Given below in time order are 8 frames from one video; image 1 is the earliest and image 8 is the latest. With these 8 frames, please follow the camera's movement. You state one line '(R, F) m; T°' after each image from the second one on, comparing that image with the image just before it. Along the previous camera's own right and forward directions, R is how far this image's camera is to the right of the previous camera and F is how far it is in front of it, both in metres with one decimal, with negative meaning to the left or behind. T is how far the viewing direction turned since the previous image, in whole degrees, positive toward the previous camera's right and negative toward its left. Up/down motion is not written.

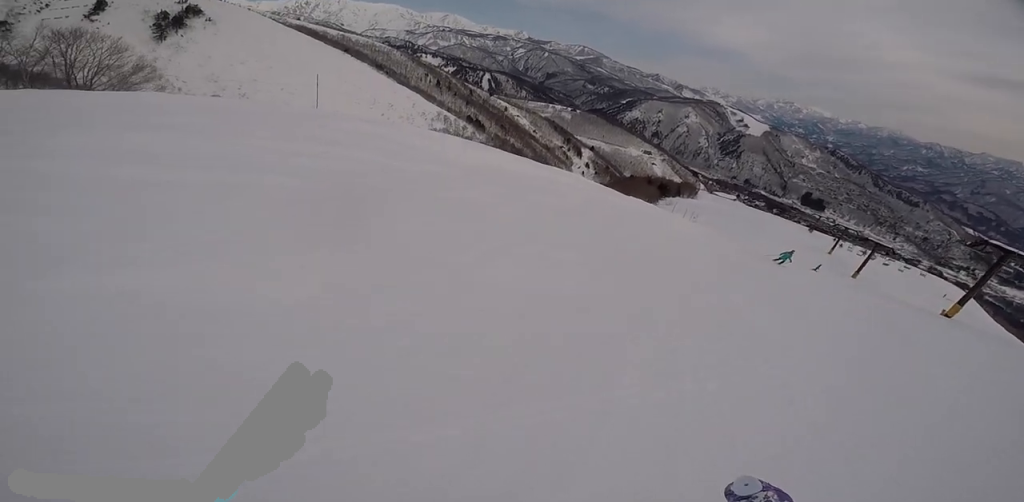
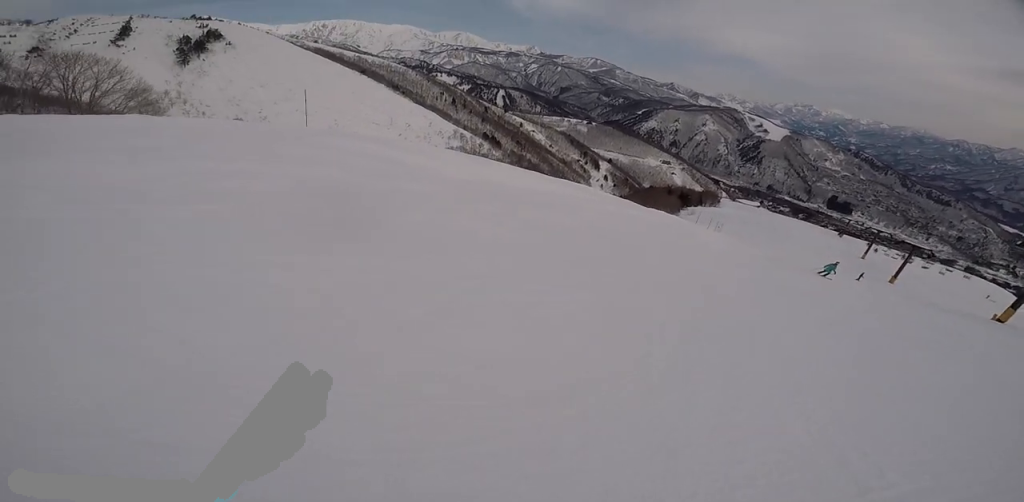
(+0.1, +2.0) m; +4°
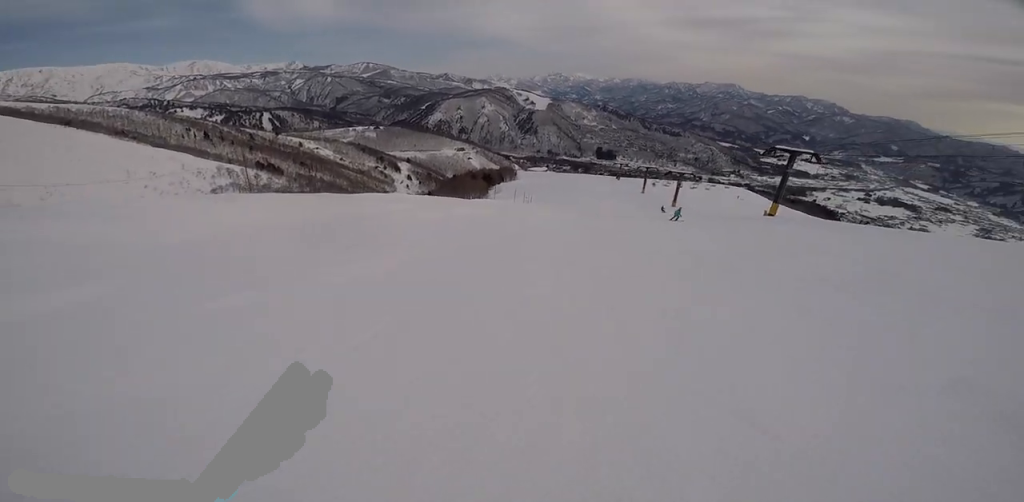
(+0.4, +4.2) m; +17°
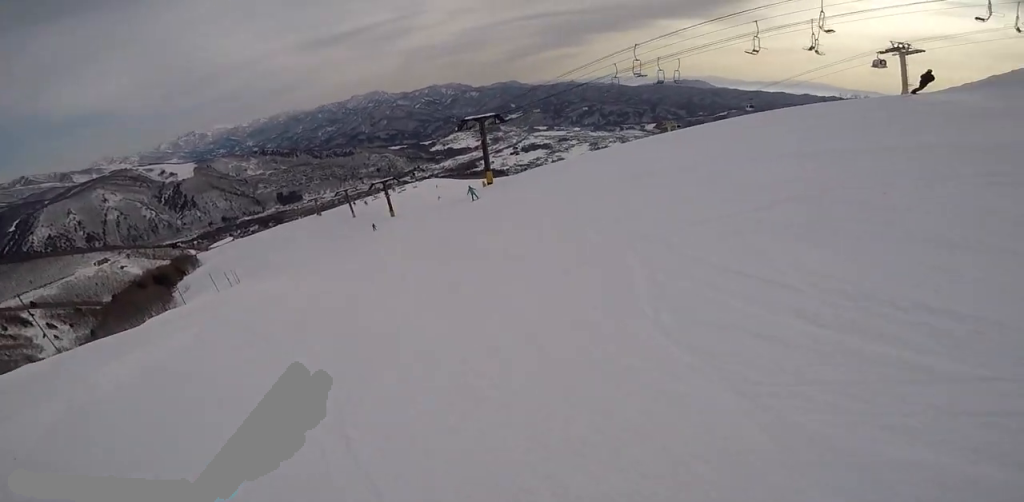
(+1.7, +6.0) m; +28°
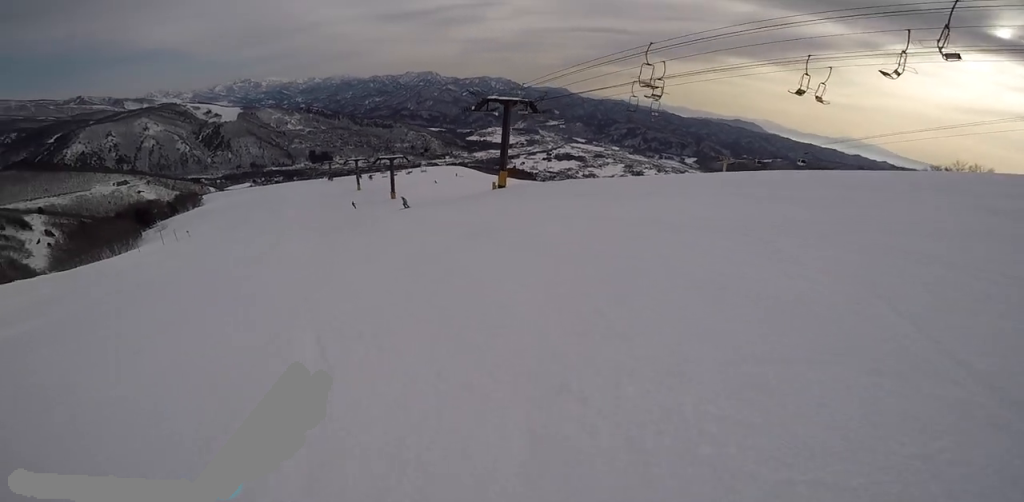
(+1.9, +12.1) m; -10°
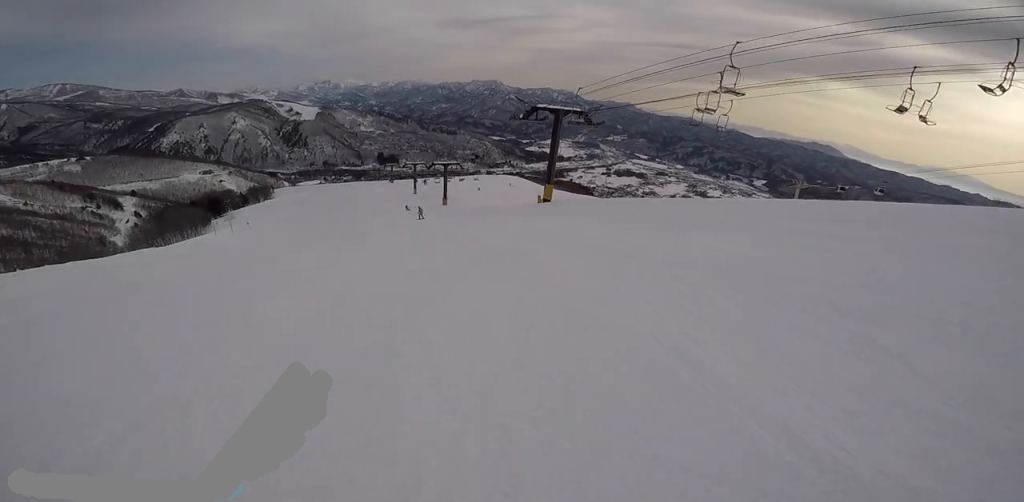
(0.0, +2.3) m; -12°
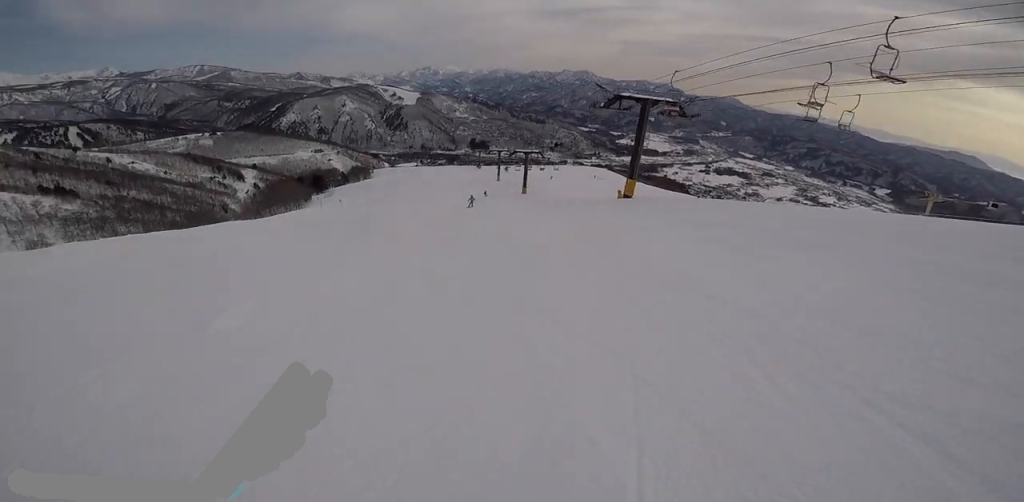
(-0.8, +2.4) m; -10°
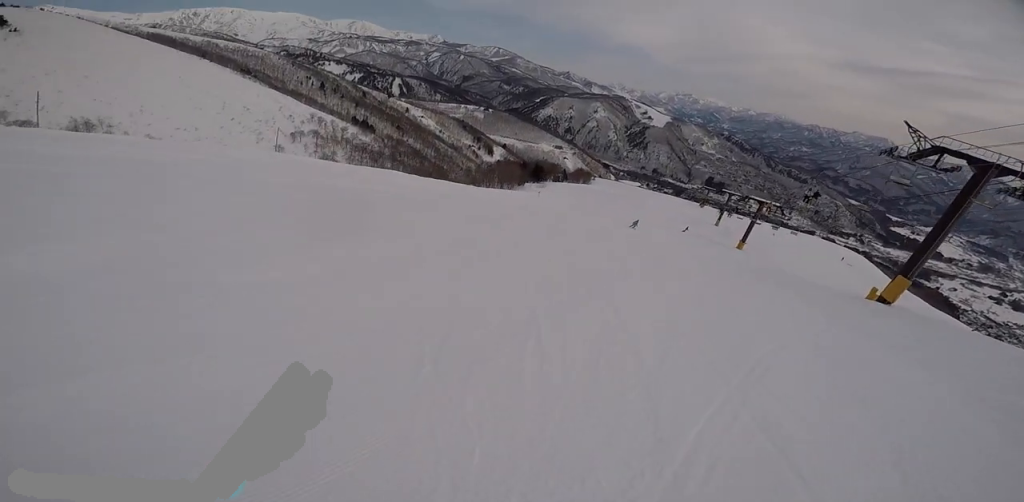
(-1.4, +7.1) m; -25°
